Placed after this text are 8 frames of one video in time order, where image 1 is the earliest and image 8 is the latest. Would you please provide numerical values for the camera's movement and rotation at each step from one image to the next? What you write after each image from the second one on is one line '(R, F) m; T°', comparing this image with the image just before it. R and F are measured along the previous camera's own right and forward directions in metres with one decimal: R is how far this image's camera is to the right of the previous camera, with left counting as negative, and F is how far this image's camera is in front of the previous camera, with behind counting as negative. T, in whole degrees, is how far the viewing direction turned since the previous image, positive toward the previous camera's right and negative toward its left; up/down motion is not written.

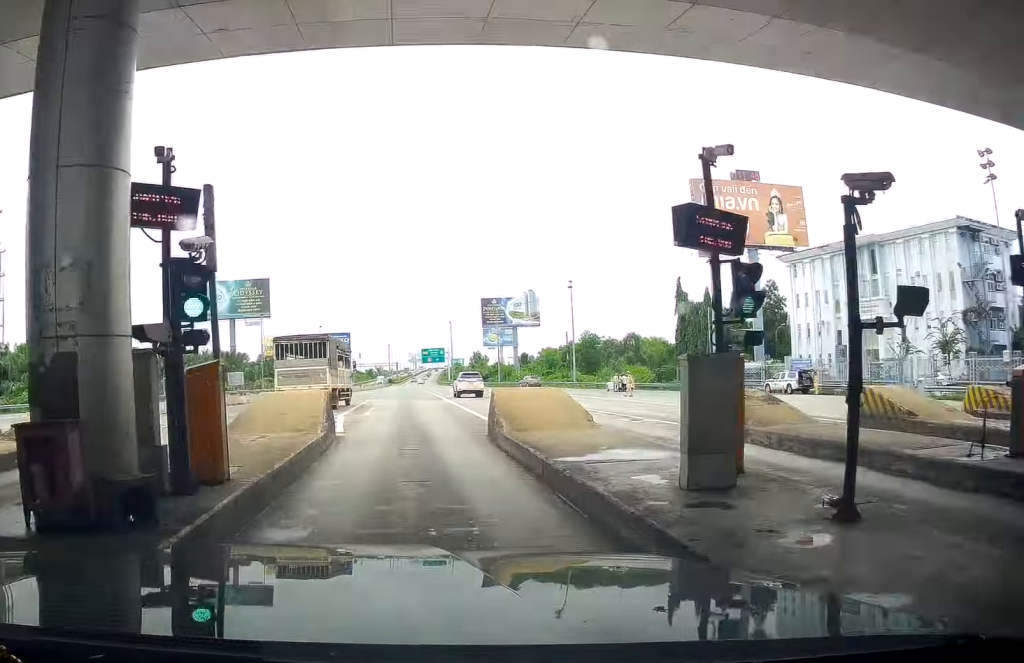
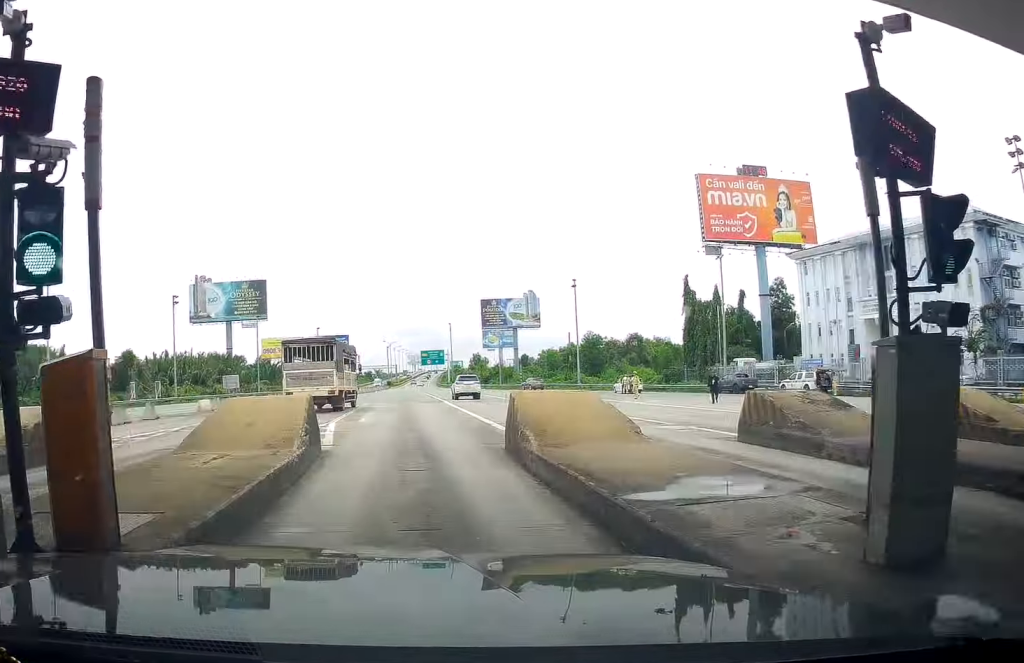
(0.0, +1.9) m; -1°
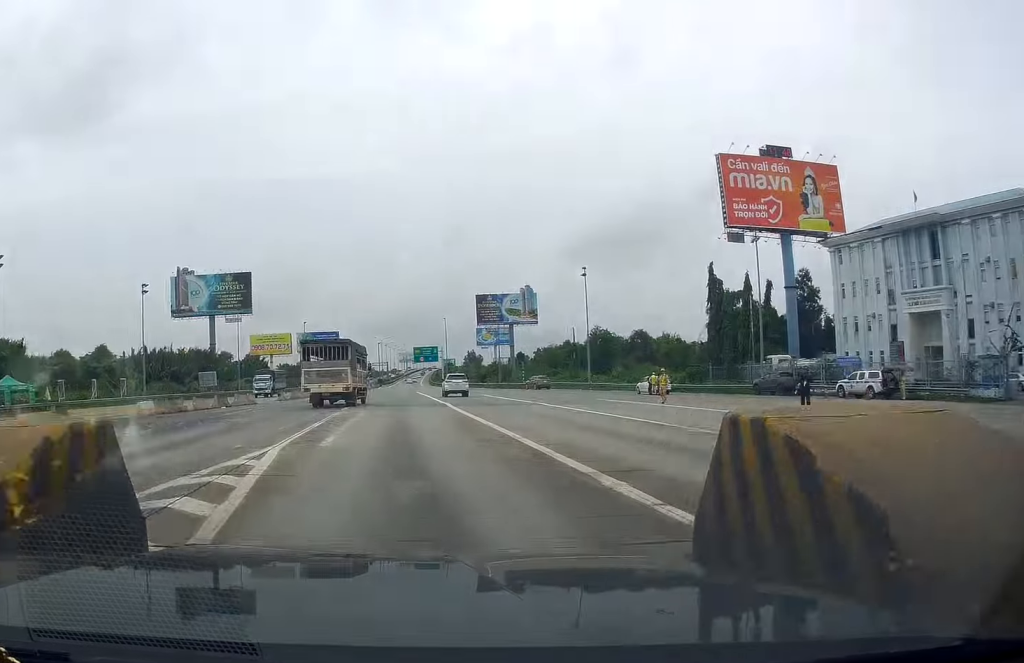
(-0.5, +6.5) m; -4°
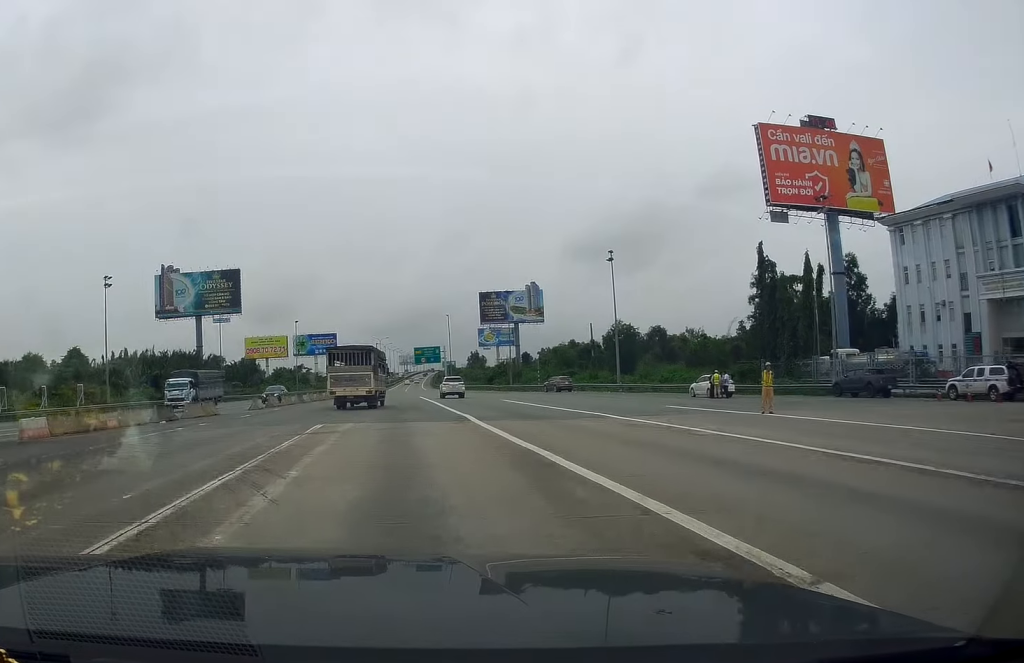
(0.0, +9.7) m; 0°
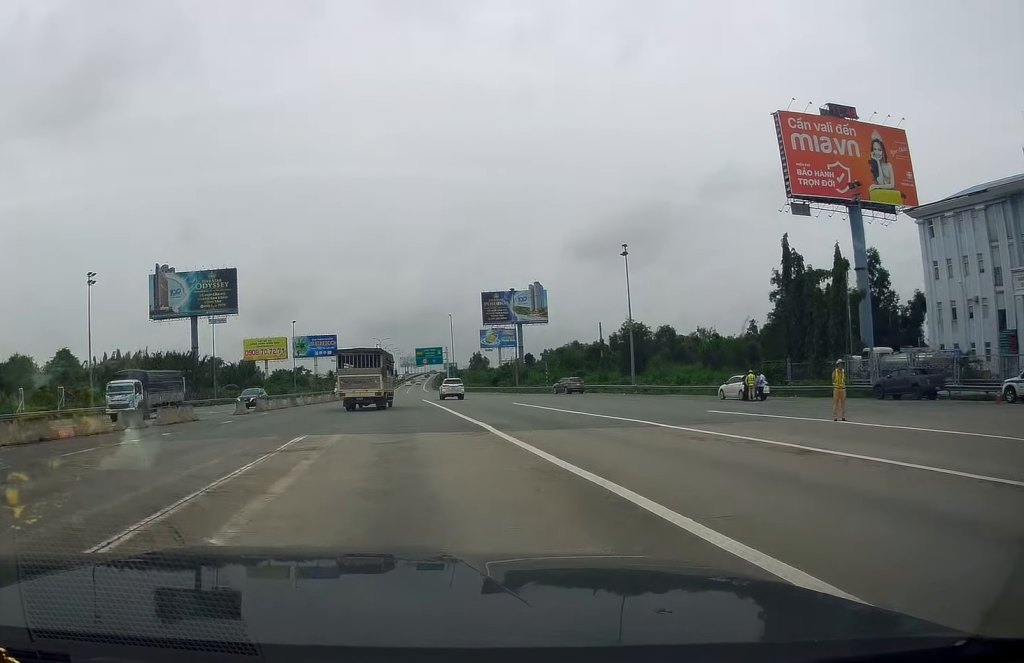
(0.0, +4.1) m; 0°
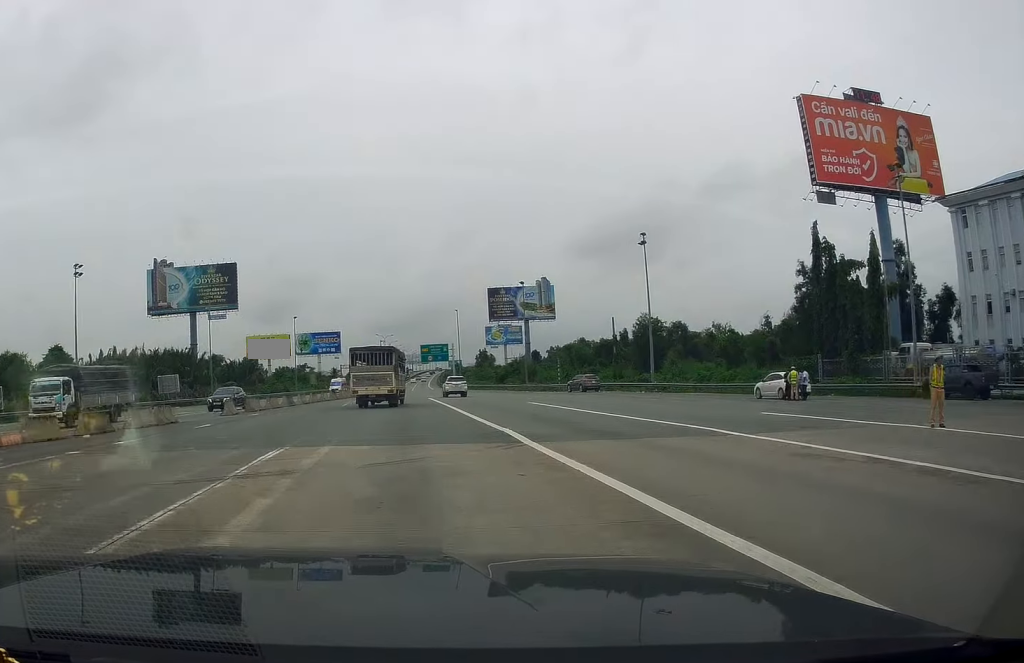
(0.0, +4.0) m; 0°
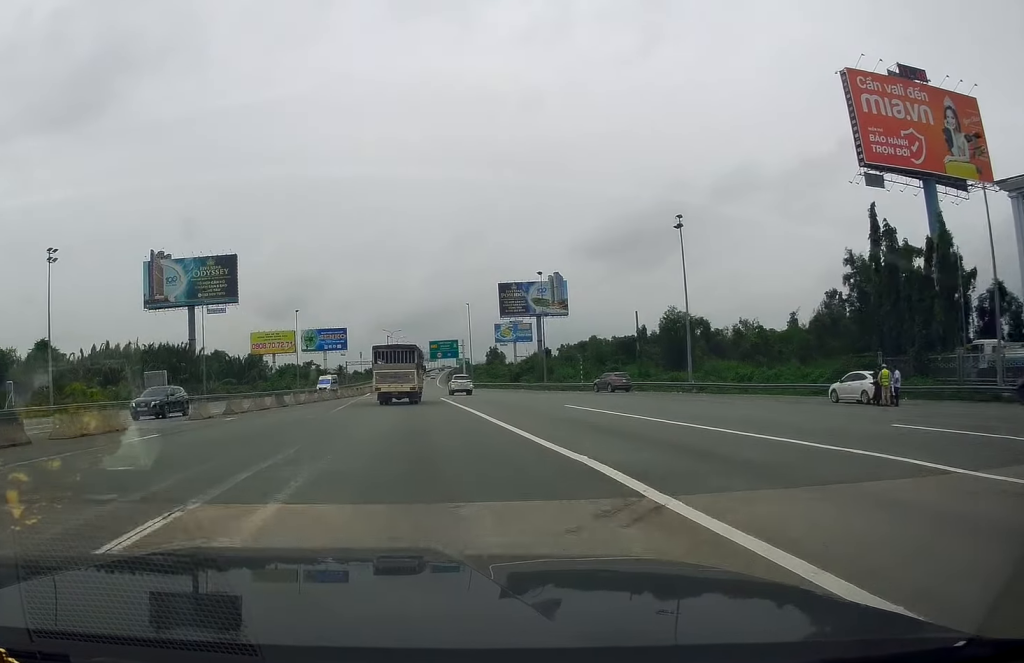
(0.0, +6.8) m; -1°
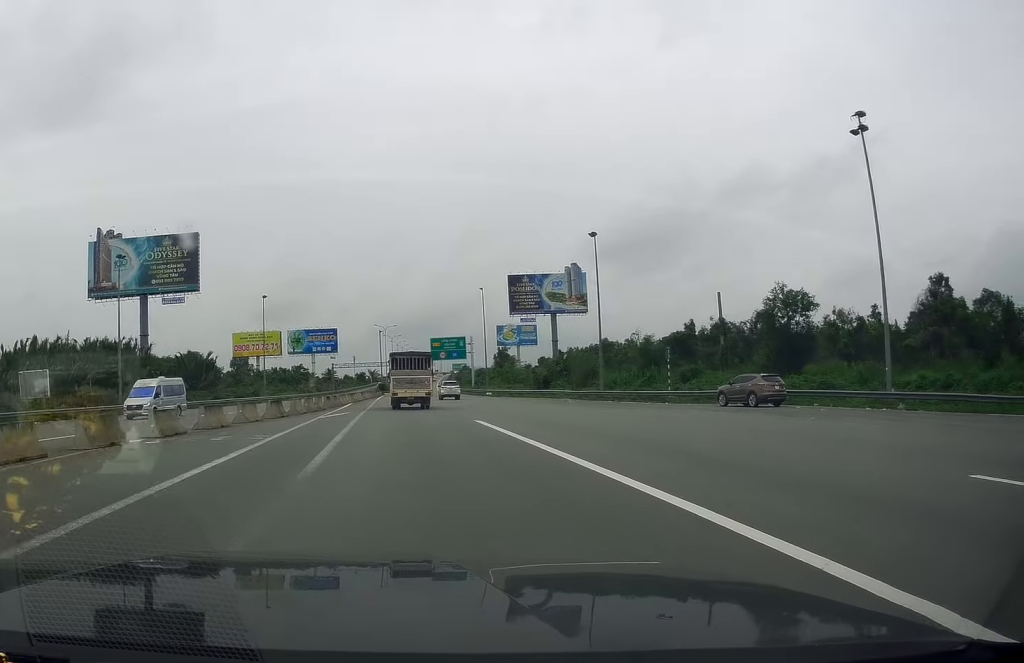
(-0.7, +26.2) m; -1°
